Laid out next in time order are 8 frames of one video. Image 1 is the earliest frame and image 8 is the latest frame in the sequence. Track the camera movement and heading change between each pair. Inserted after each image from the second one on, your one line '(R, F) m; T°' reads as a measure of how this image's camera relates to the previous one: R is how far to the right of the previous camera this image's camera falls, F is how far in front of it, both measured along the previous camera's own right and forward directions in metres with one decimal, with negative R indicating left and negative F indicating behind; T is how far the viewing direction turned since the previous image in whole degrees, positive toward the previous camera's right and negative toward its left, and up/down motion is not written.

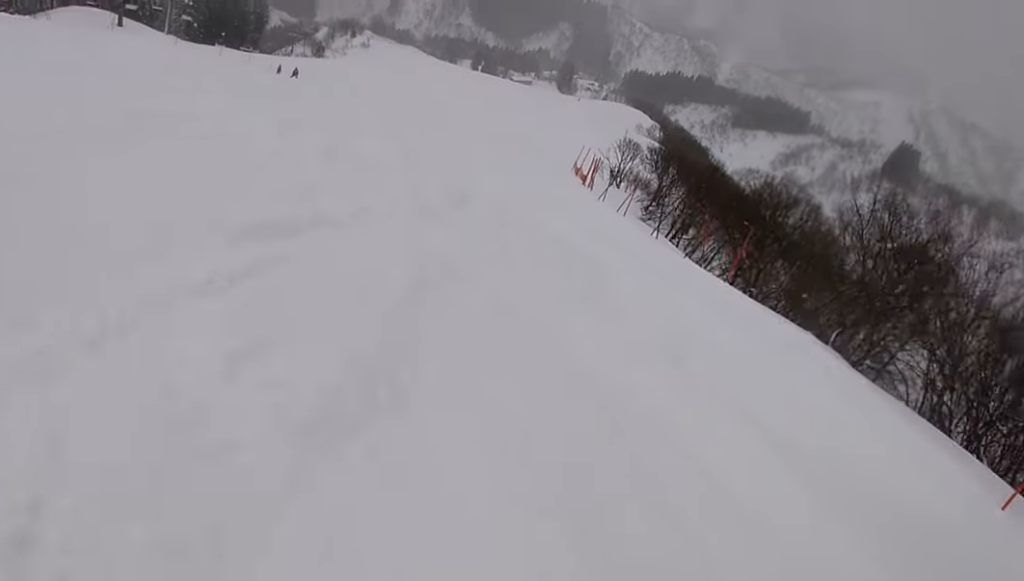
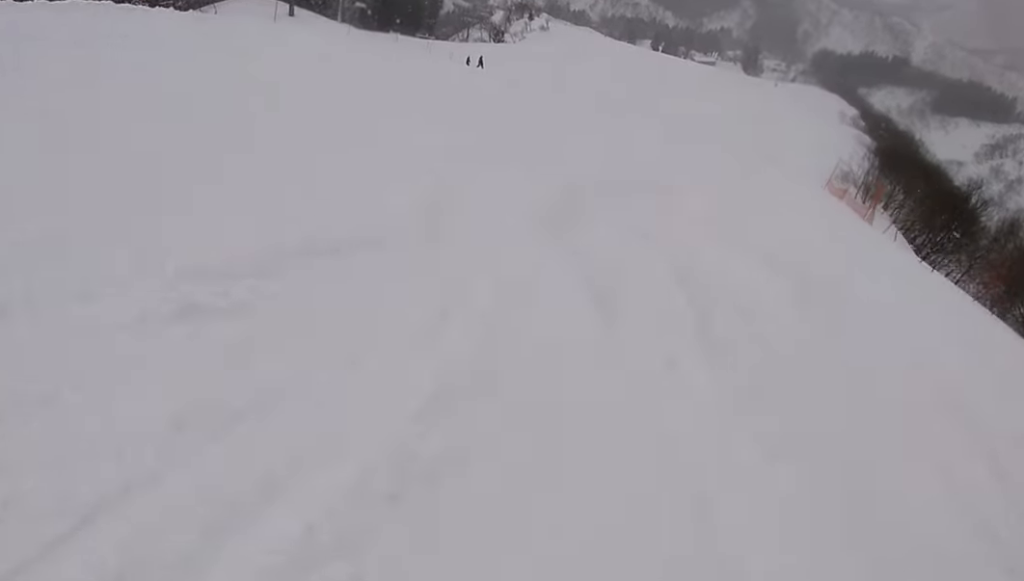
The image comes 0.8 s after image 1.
(-0.5, +6.6) m; -3°
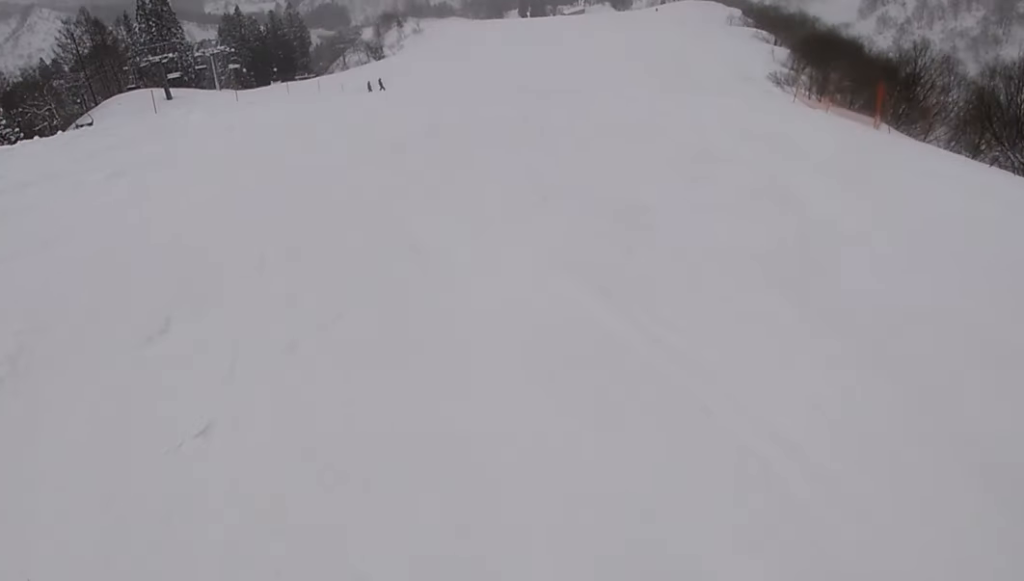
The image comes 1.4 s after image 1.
(-0.1, +4.6) m; +2°
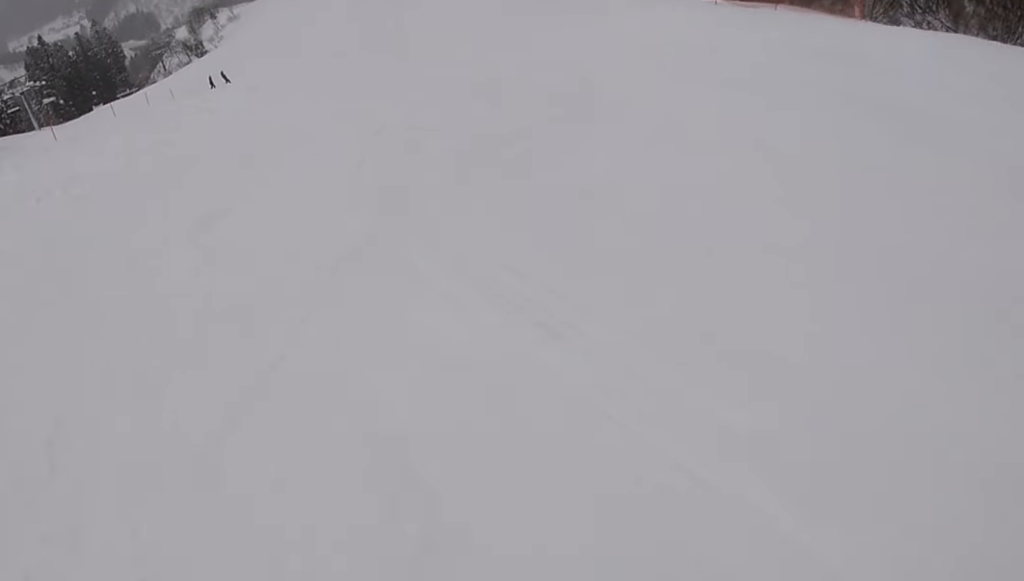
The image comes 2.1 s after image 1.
(+0.1, +6.3) m; +15°
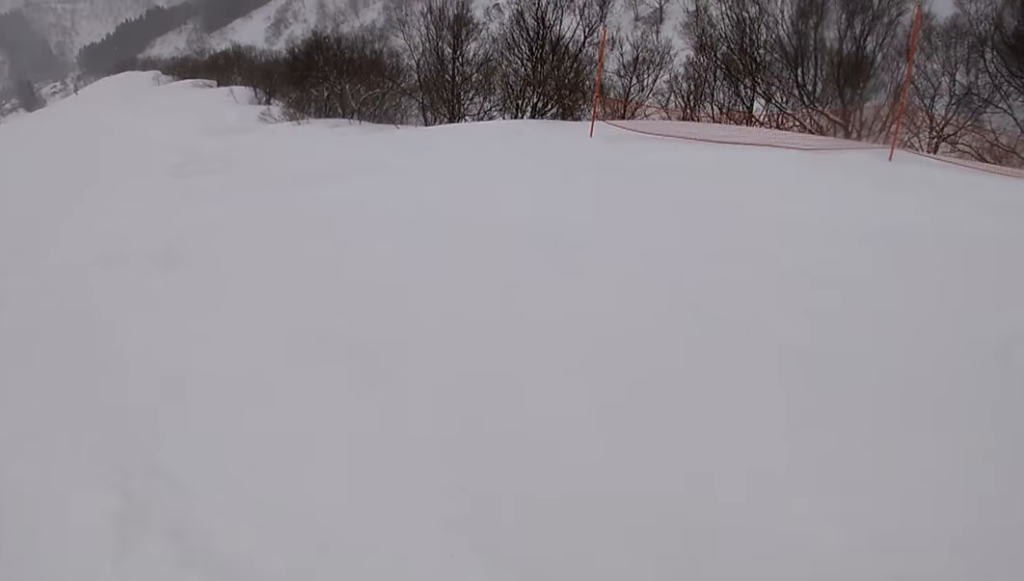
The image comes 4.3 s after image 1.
(+8.1, +18.1) m; +34°
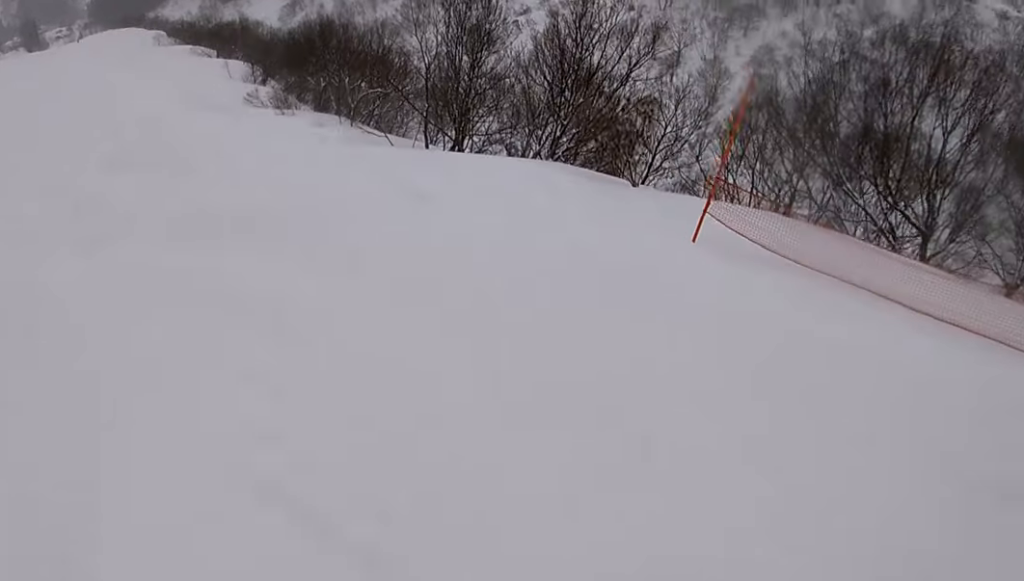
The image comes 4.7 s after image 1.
(0.0, +4.9) m; -3°
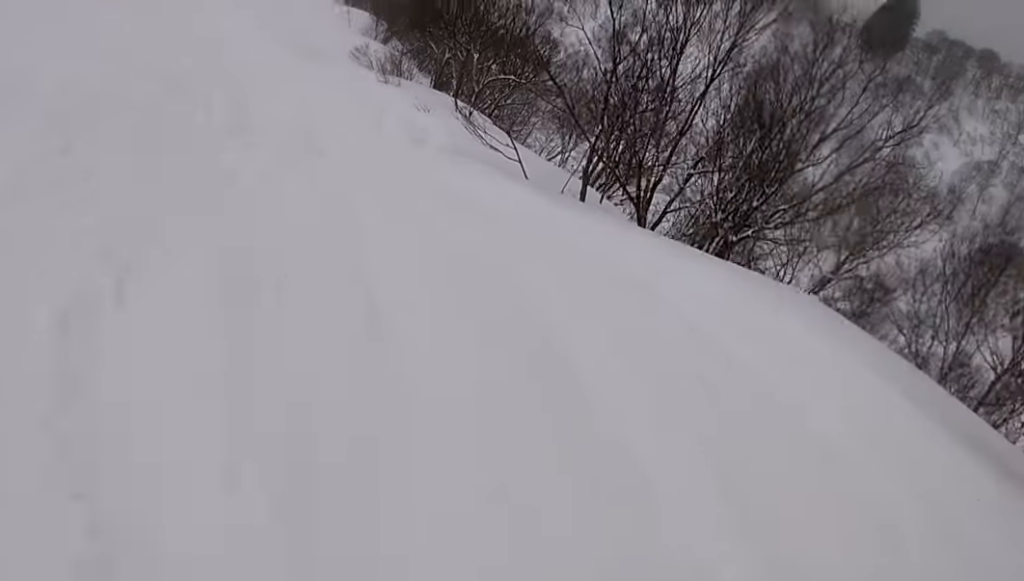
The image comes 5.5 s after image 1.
(0.0, +7.4) m; -5°
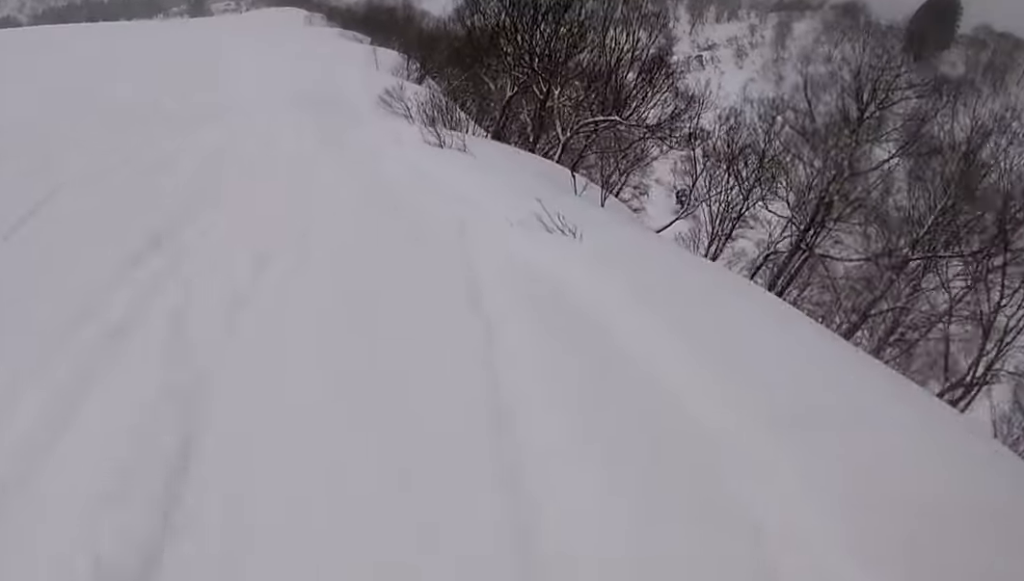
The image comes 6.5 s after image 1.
(-1.0, +10.7) m; -6°
